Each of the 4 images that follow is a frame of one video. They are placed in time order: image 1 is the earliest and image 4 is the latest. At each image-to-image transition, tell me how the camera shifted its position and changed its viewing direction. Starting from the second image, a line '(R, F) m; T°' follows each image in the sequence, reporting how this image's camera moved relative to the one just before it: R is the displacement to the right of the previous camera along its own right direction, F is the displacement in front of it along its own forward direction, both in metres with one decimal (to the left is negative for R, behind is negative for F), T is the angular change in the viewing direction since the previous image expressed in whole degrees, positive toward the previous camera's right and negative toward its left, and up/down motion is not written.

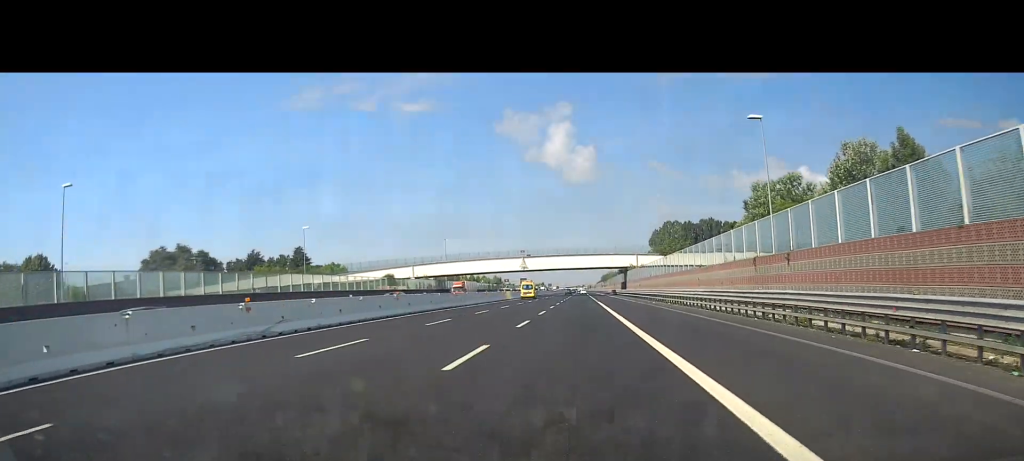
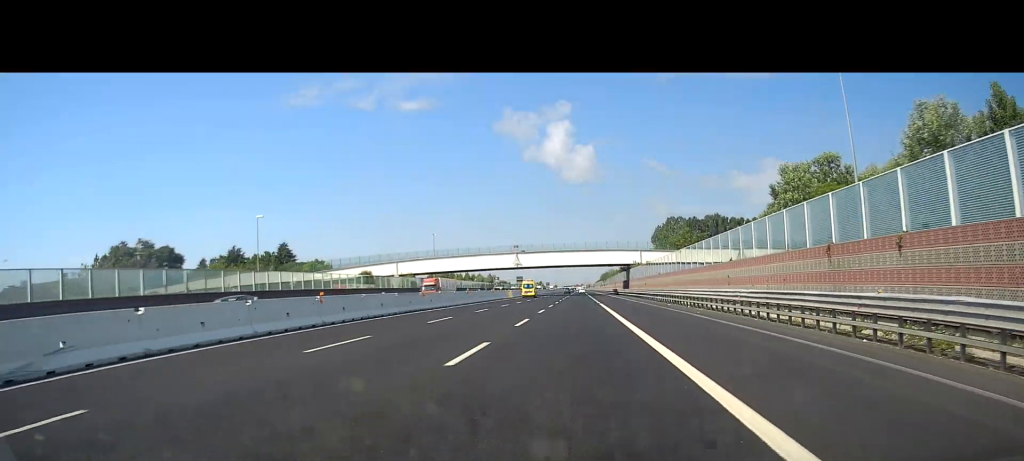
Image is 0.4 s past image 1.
(0.0, +11.4) m; 0°
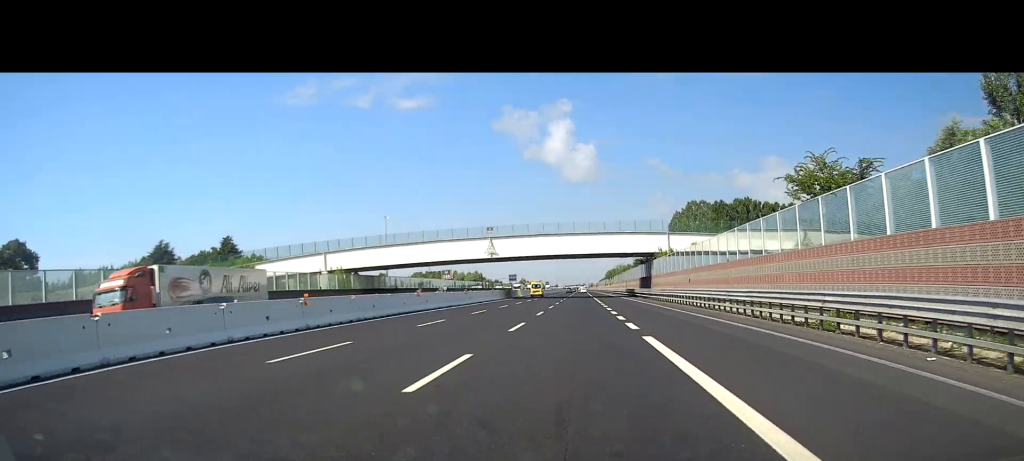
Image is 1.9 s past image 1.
(+0.1, +37.7) m; 0°
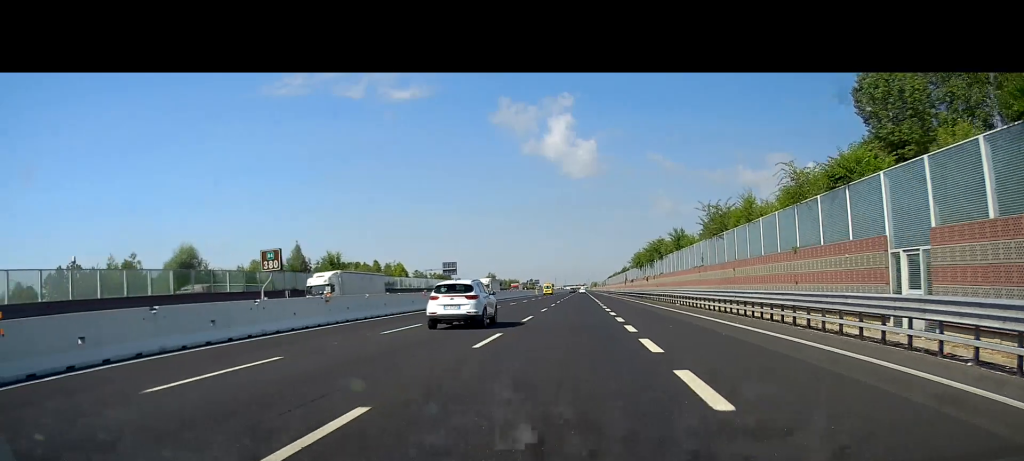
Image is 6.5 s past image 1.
(+0.2, +123.1) m; -1°
